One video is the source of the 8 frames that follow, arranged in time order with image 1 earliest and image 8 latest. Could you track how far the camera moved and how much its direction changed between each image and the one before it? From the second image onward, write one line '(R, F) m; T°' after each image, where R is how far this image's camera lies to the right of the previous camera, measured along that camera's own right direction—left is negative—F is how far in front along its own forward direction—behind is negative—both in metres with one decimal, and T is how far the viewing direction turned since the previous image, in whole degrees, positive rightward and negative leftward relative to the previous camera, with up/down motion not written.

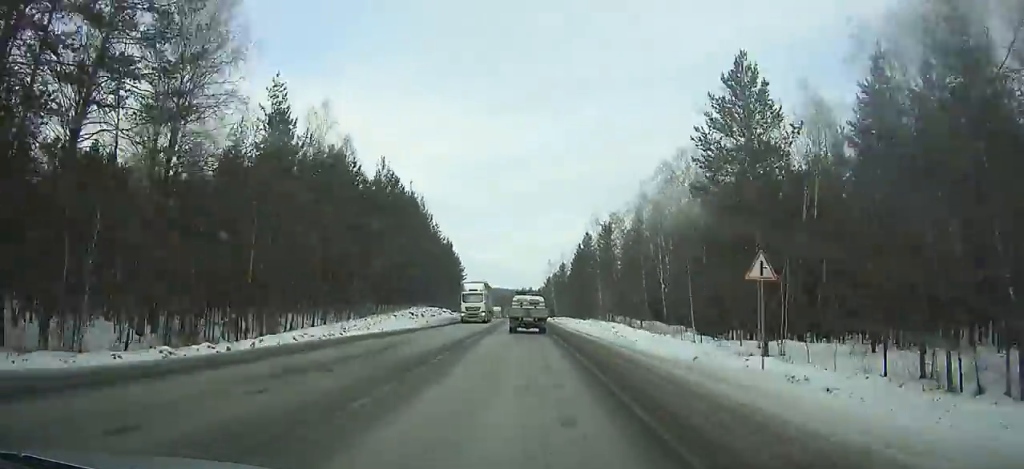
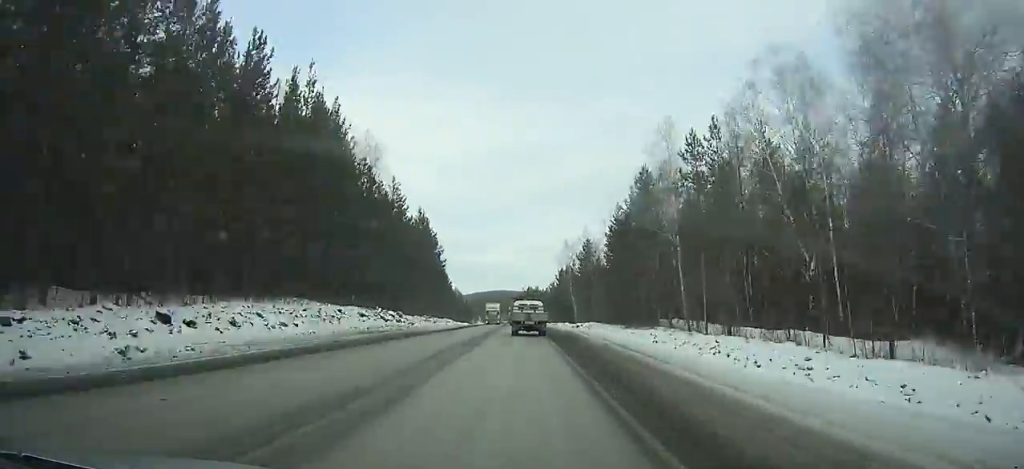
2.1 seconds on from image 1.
(0.0, +44.1) m; 0°
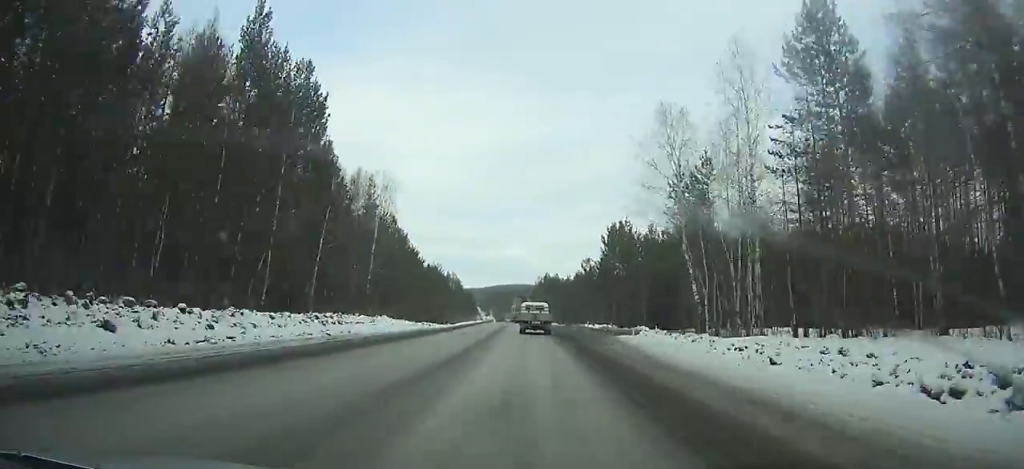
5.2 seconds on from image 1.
(-0.5, +66.0) m; -1°
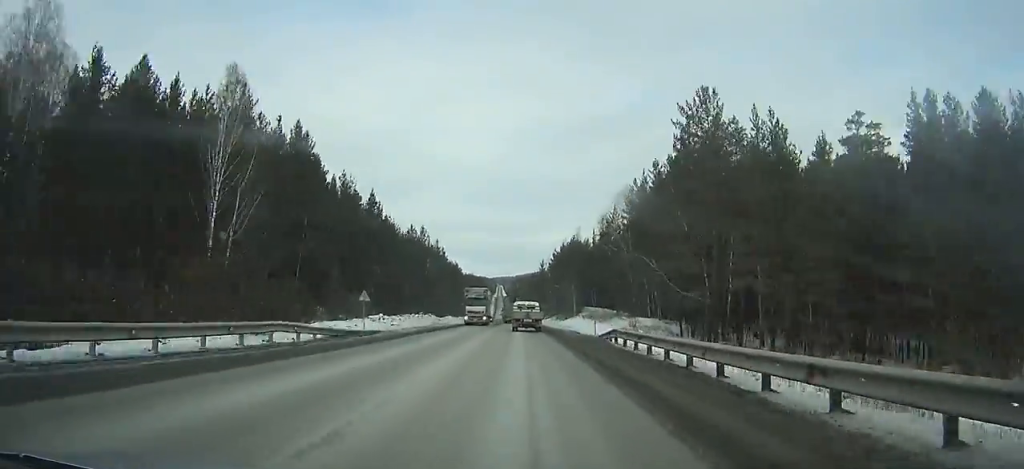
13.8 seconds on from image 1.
(-6.1, +193.8) m; -4°
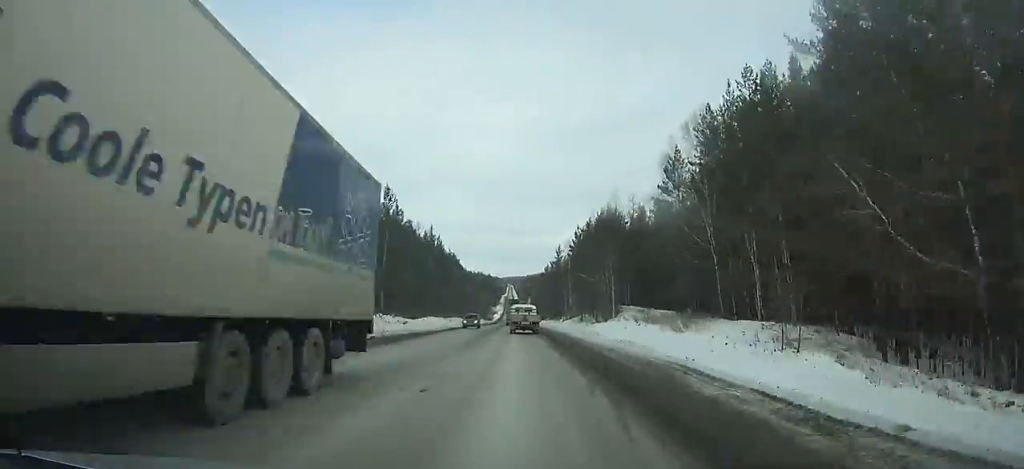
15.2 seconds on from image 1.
(-0.2, +33.0) m; -1°
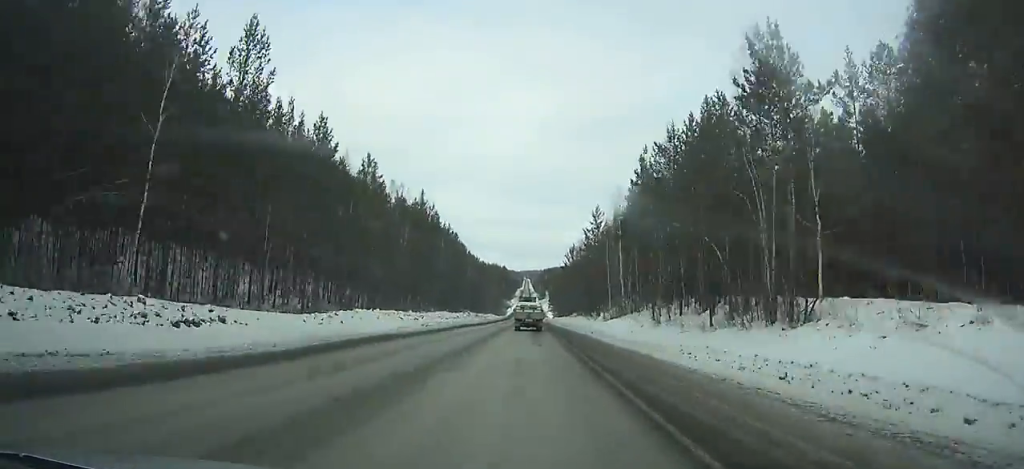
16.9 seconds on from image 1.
(-0.6, +40.7) m; -1°
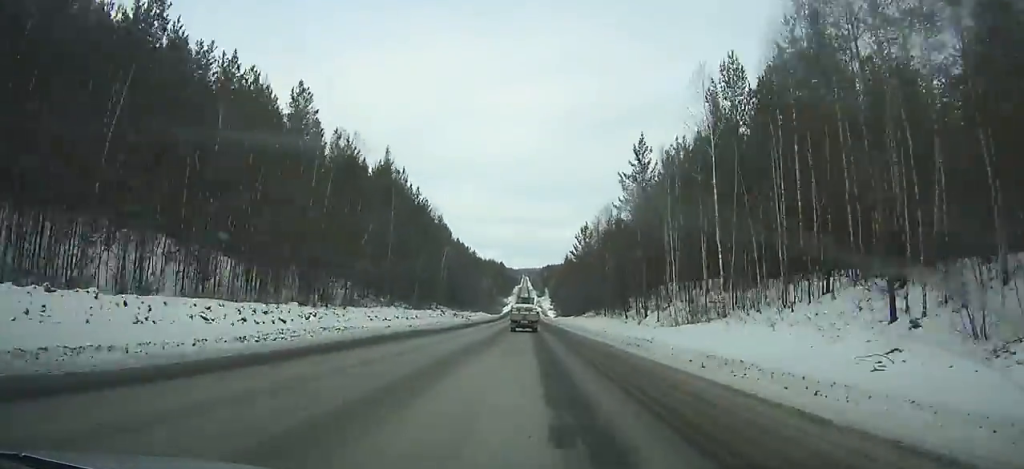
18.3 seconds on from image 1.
(-0.2, +34.1) m; 0°
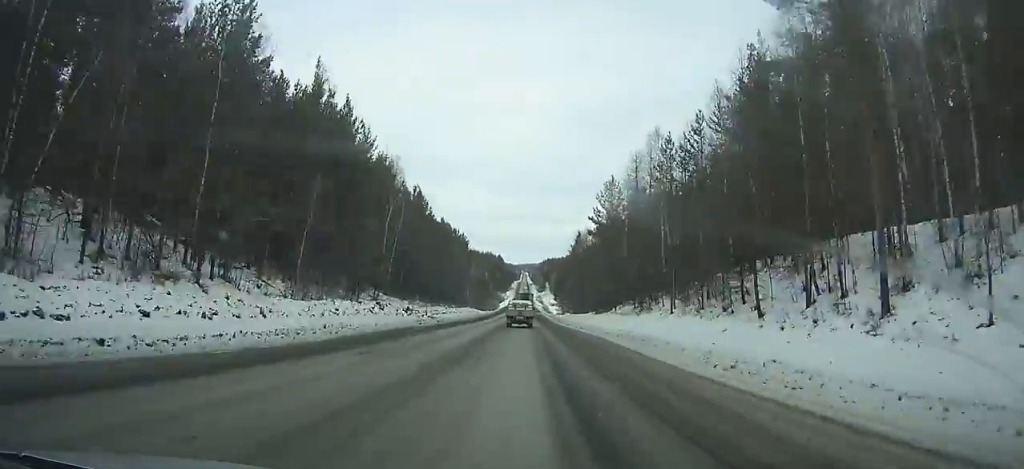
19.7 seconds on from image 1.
(0.0, +34.4) m; 0°
